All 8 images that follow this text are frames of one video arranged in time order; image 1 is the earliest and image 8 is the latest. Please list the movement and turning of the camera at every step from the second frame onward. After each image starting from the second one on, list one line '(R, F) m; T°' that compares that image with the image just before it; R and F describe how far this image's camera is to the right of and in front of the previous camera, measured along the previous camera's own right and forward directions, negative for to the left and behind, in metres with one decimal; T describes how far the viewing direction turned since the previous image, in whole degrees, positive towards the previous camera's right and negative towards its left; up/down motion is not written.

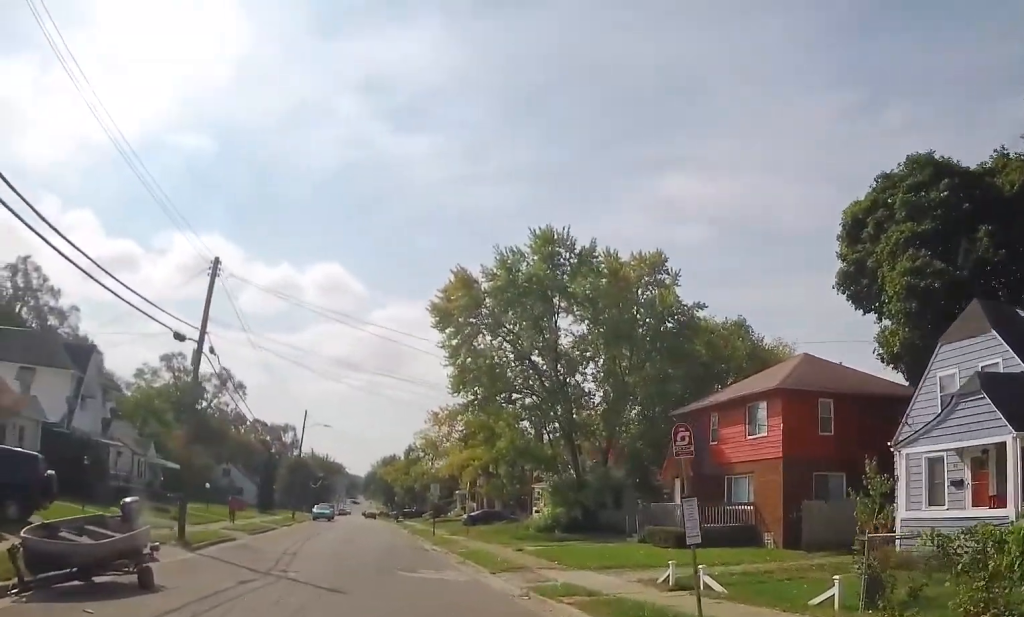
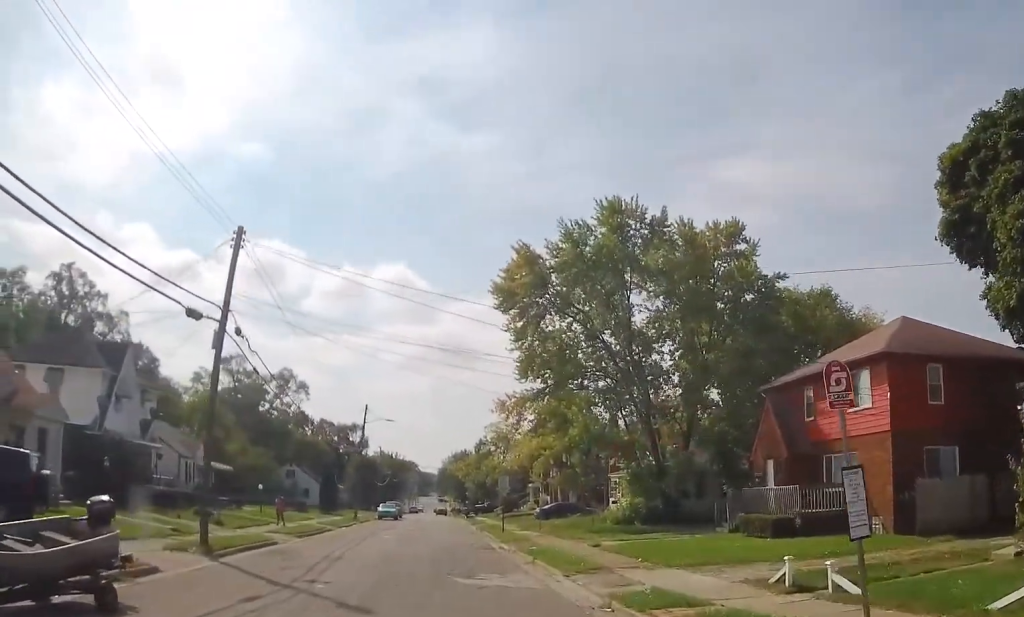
(-0.2, +3.1) m; -4°
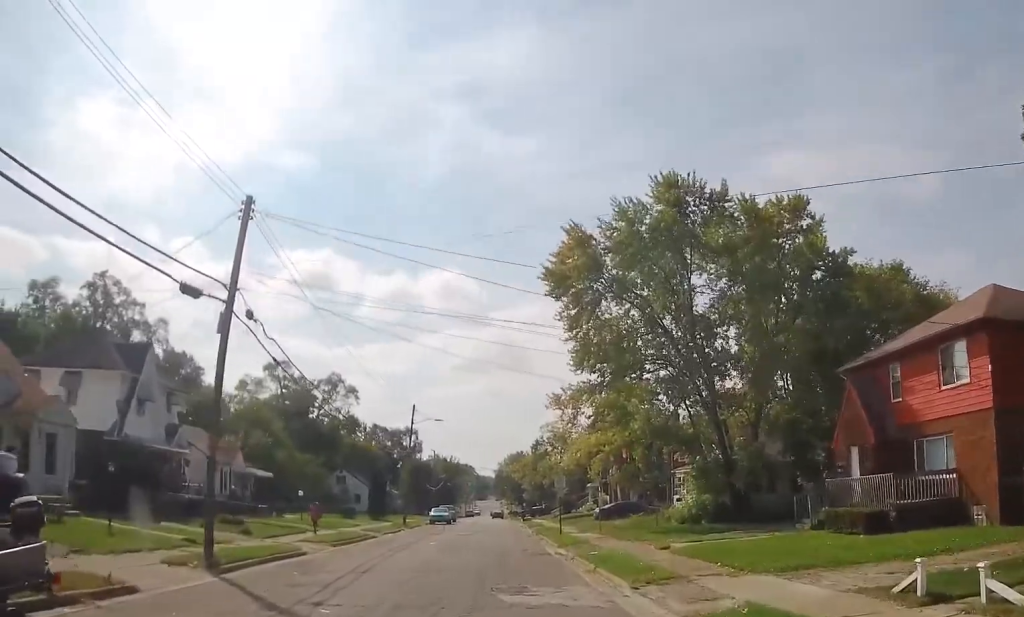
(-0.1, +2.8) m; -3°
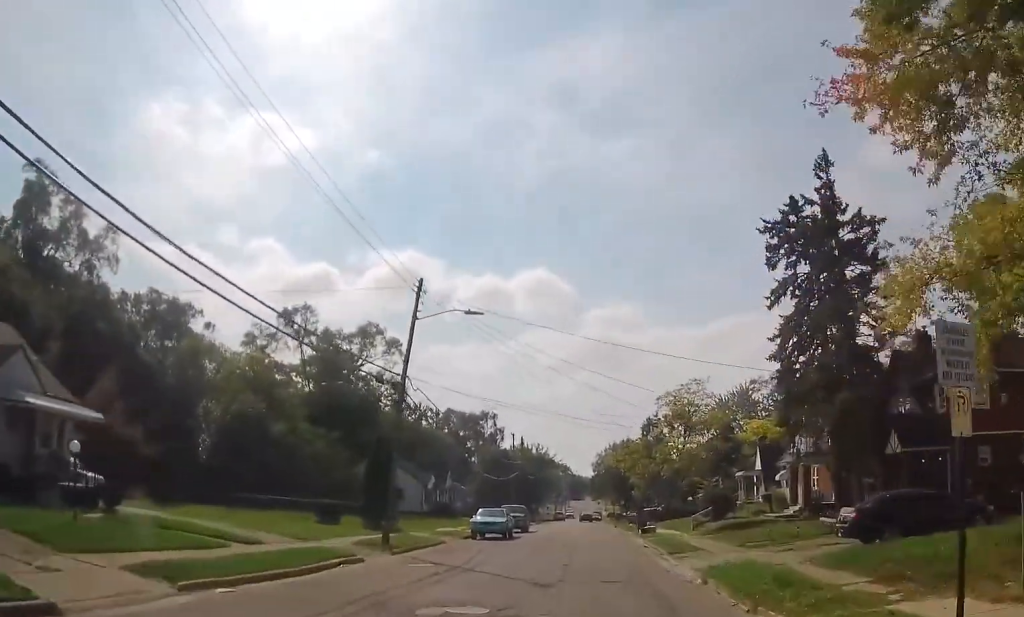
(-3.5, +30.2) m; -9°
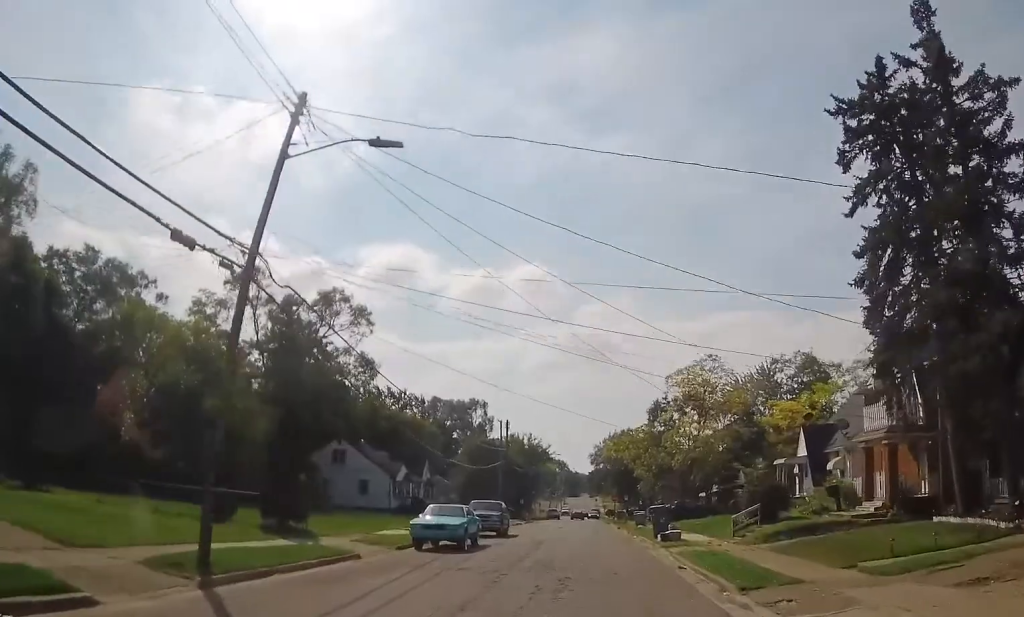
(+0.4, +12.1) m; +1°
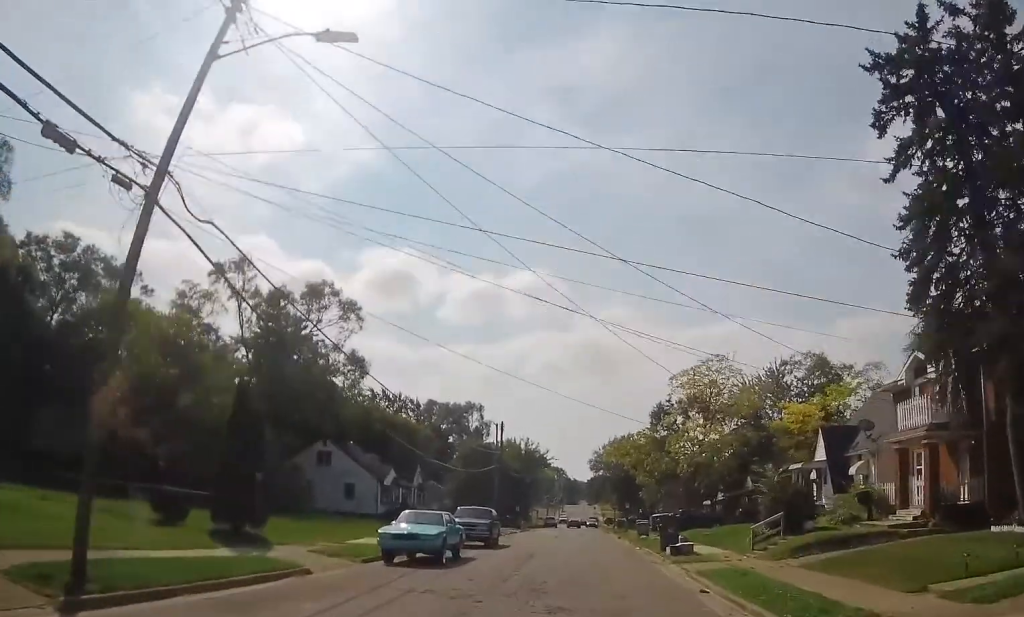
(0.0, +3.7) m; 0°
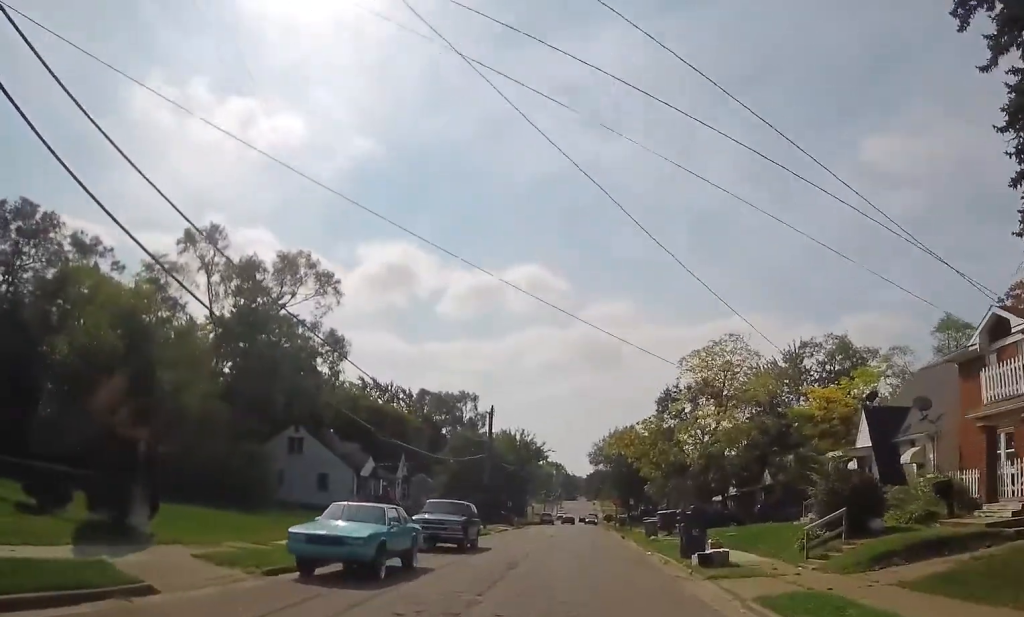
(-0.3, +6.5) m; 0°
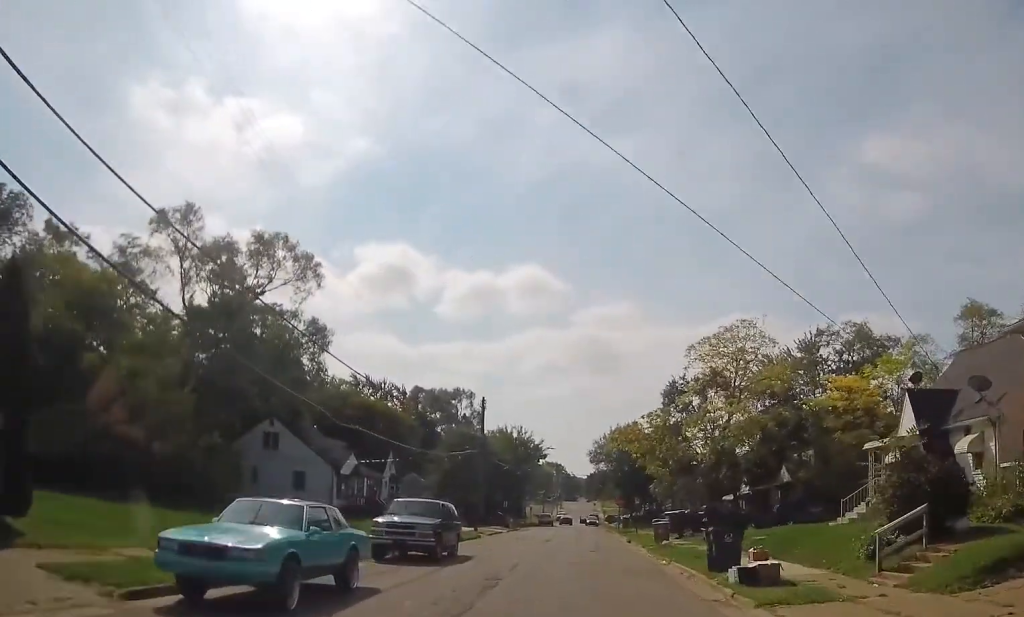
(+0.1, +4.9) m; 0°
